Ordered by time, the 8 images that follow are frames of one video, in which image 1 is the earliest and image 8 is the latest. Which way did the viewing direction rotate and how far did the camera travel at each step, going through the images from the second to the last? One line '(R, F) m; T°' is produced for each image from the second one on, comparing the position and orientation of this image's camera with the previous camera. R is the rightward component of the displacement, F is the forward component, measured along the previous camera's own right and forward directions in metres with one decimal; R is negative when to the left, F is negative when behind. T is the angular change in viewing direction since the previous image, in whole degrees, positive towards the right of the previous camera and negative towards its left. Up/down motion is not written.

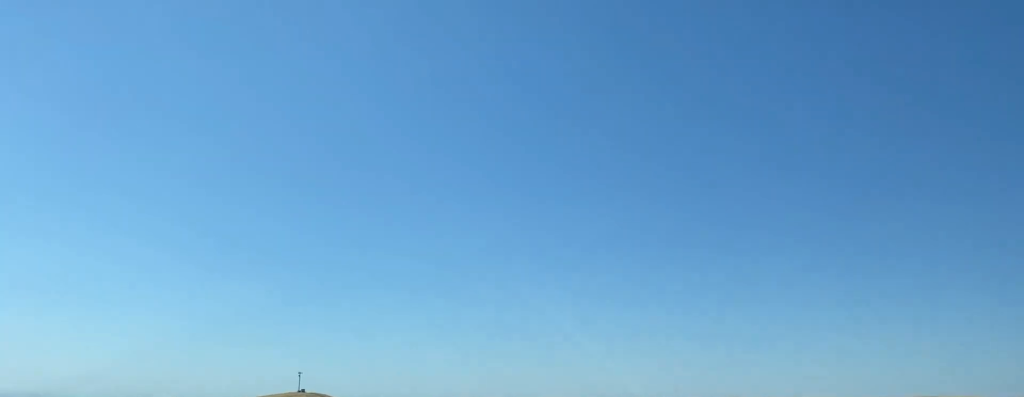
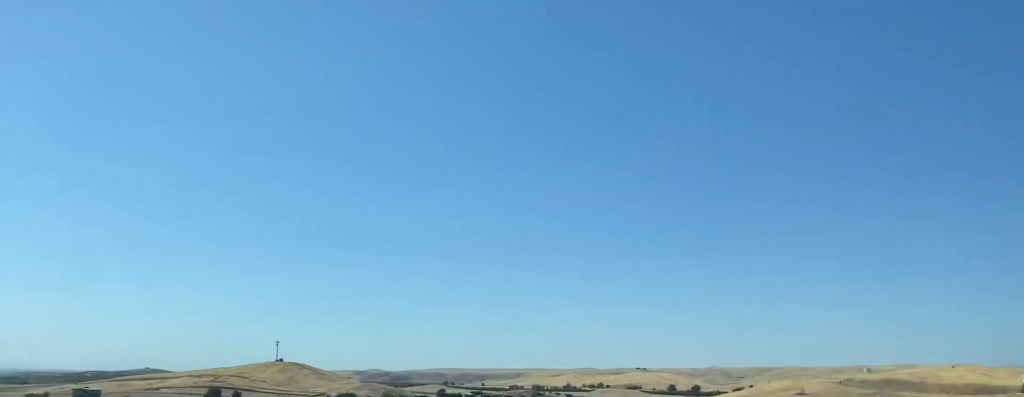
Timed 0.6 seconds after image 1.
(+0.8, +19.7) m; +3°
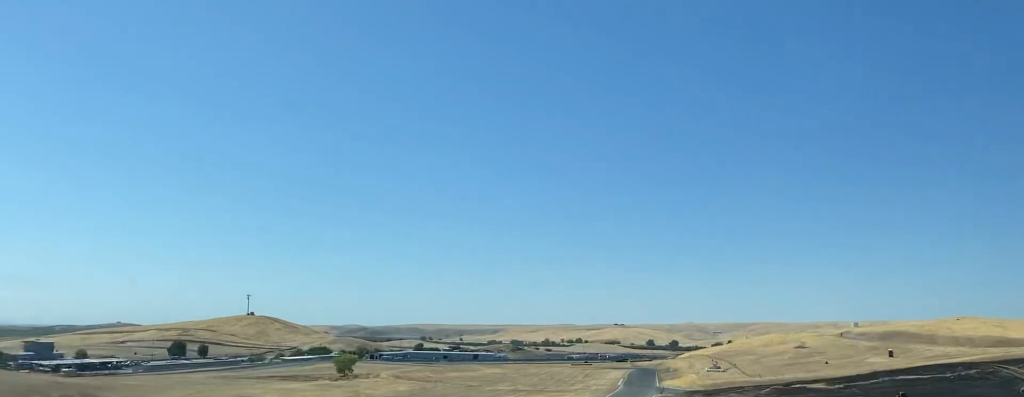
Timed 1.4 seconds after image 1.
(+0.7, +30.2) m; +3°
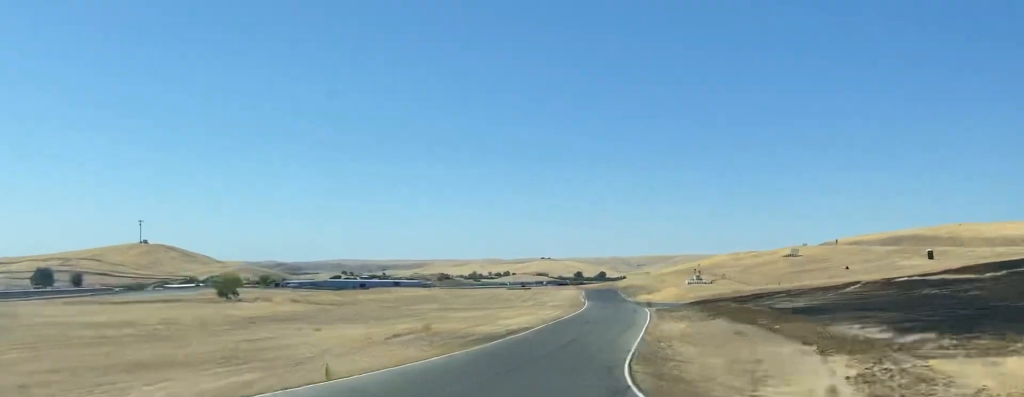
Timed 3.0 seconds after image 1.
(+5.1, +73.7) m; +10°
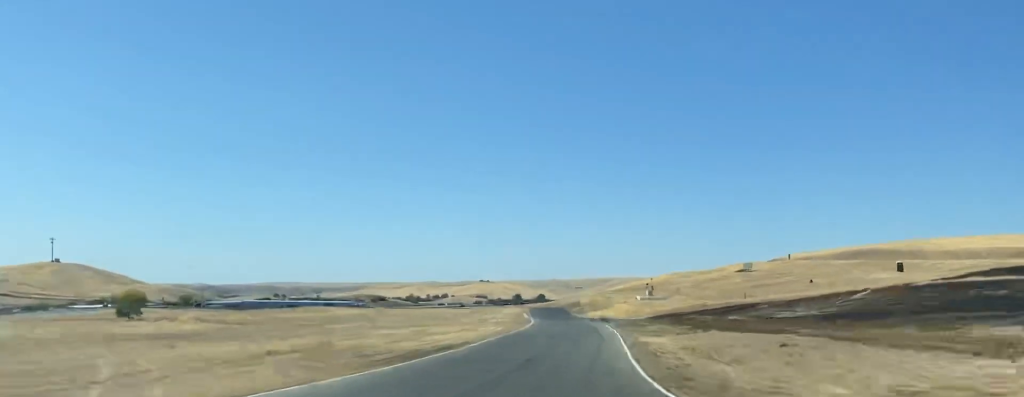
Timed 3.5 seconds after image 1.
(+0.8, +23.9) m; +3°
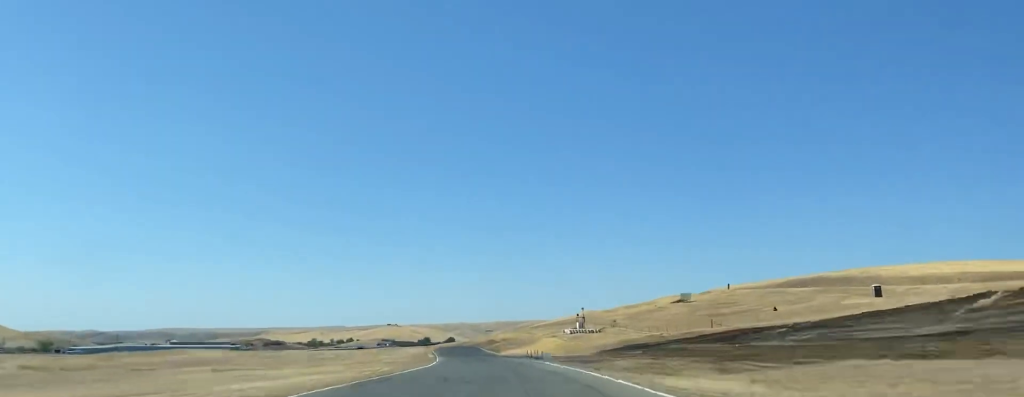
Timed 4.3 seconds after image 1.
(+2.6, +39.2) m; +3°
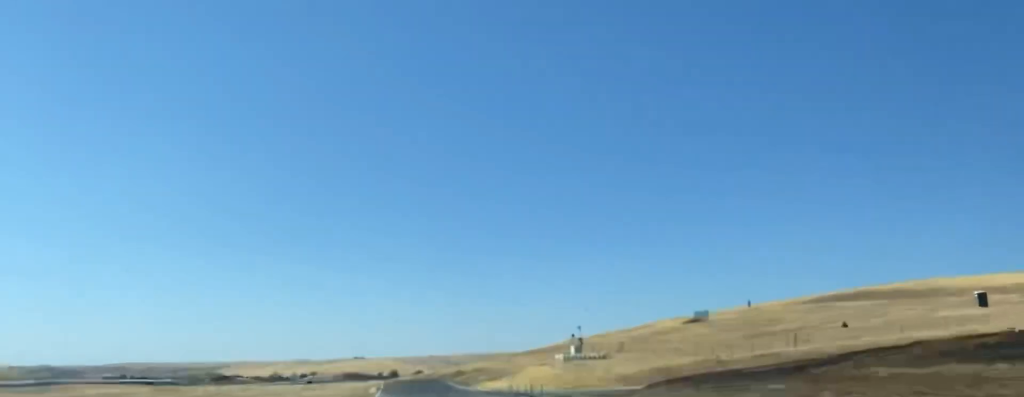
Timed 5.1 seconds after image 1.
(-0.2, +39.3) m; -4°
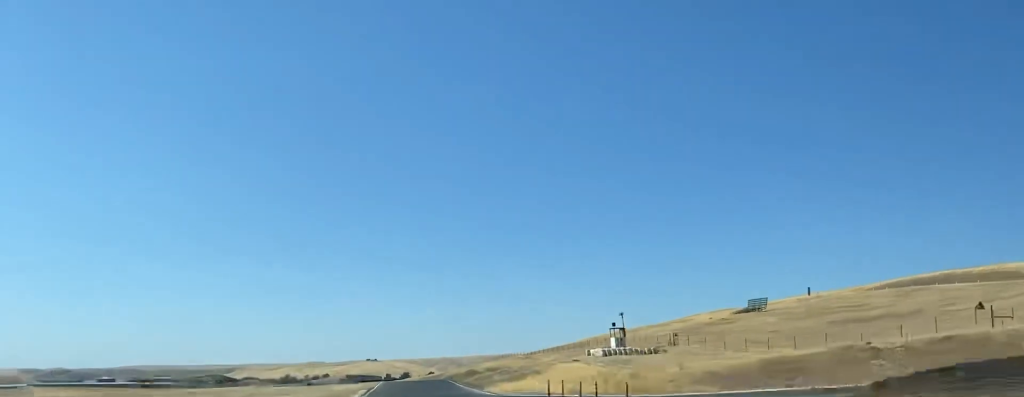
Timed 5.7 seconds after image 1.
(-1.2, +25.1) m; -2°
